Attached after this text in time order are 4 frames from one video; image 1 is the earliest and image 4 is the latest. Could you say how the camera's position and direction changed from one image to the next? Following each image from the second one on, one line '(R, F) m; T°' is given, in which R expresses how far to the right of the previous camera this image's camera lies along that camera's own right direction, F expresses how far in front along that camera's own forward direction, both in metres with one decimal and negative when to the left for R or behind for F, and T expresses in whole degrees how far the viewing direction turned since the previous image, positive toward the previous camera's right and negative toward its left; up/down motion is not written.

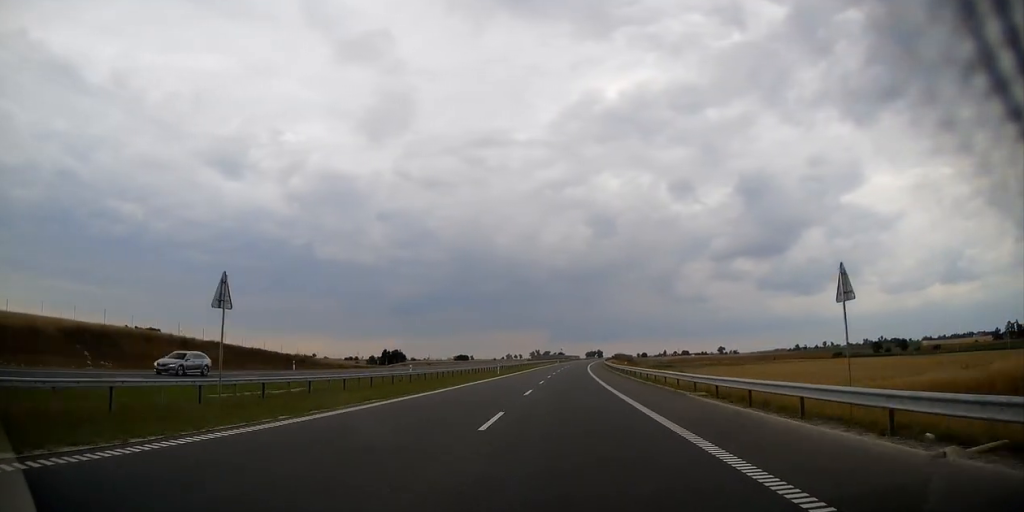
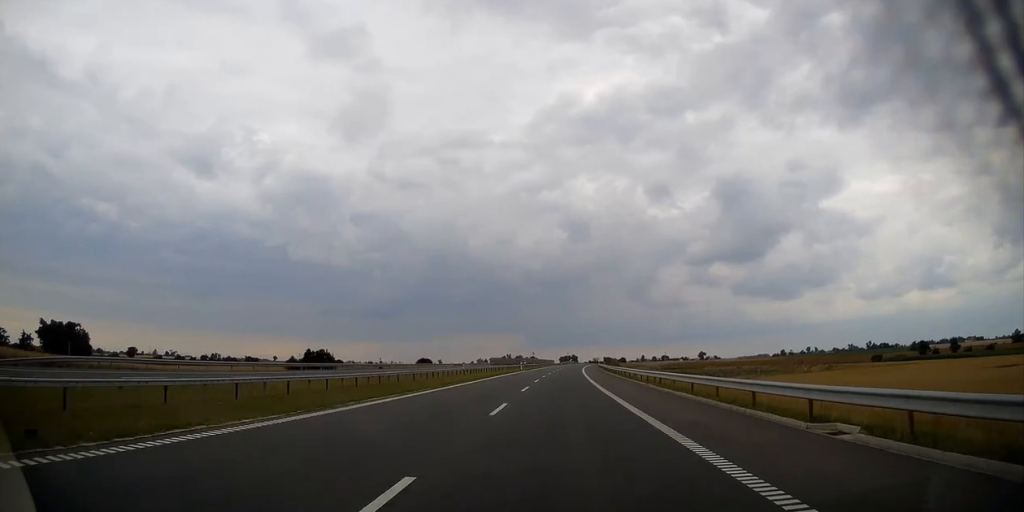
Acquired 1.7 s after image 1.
(+1.1, +68.3) m; +2°
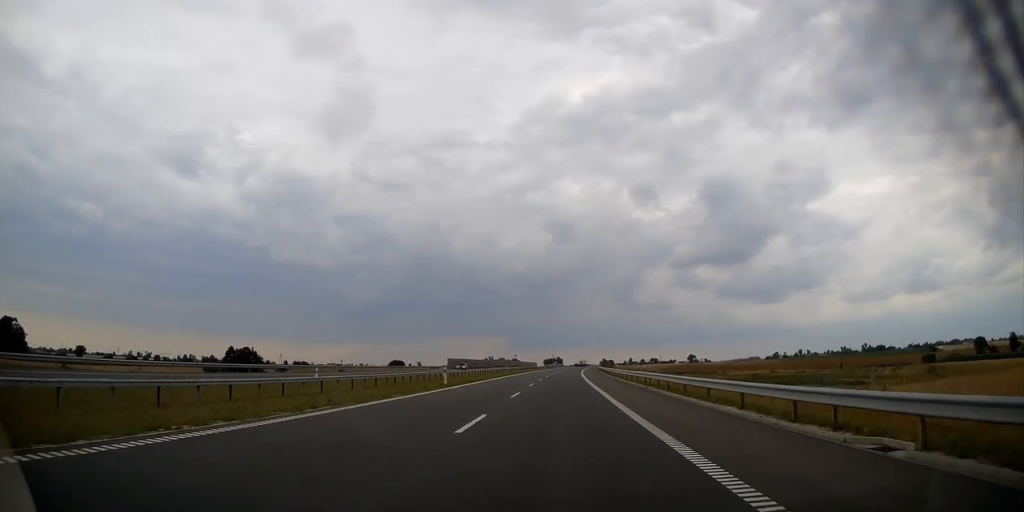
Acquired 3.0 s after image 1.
(+0.8, +51.4) m; +2°
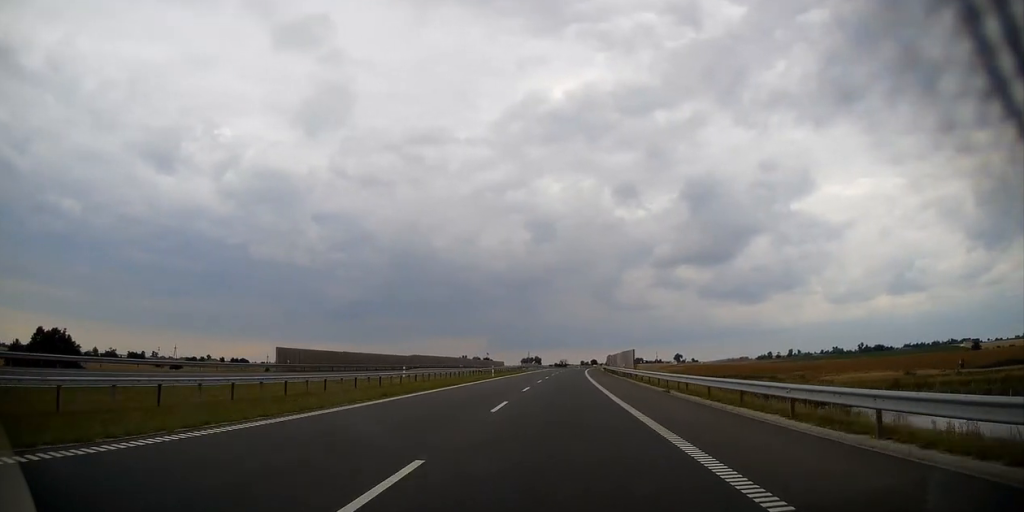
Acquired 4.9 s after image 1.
(+1.4, +79.3) m; +2°
